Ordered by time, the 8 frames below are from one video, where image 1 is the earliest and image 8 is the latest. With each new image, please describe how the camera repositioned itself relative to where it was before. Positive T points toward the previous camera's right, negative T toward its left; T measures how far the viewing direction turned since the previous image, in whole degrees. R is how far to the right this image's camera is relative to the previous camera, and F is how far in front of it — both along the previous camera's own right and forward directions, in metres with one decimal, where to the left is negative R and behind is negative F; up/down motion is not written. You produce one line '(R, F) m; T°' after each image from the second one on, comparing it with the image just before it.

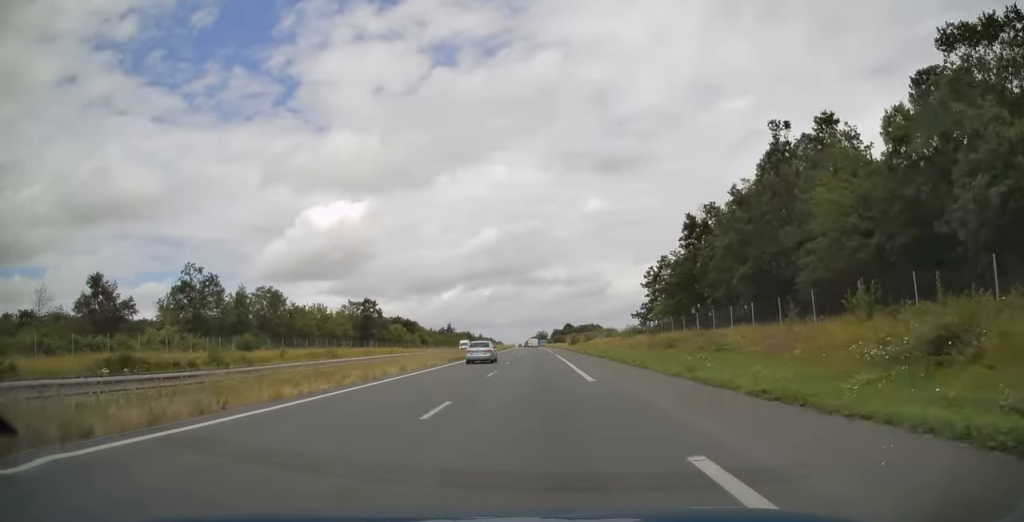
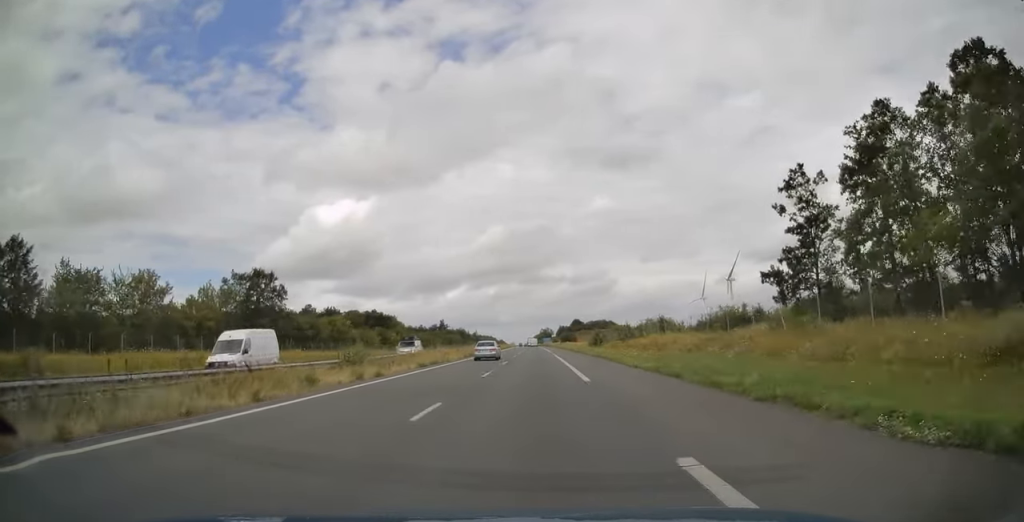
(0.0, +52.1) m; 0°
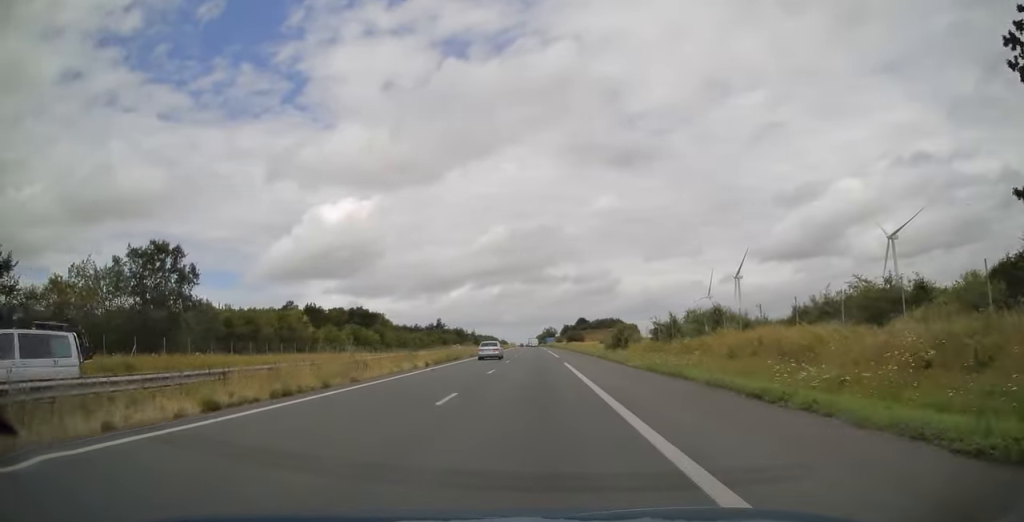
(-0.1, +23.1) m; 0°
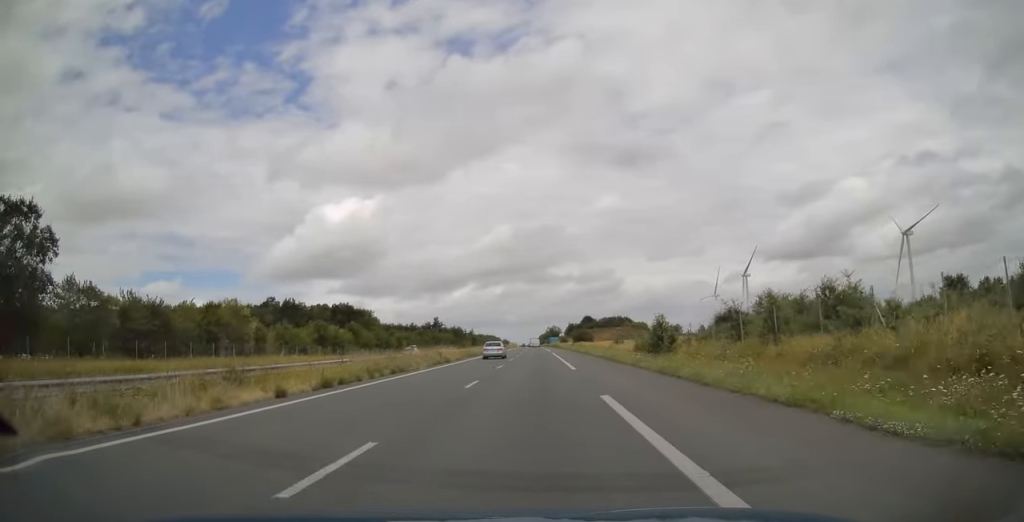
(-0.1, +21.0) m; 0°
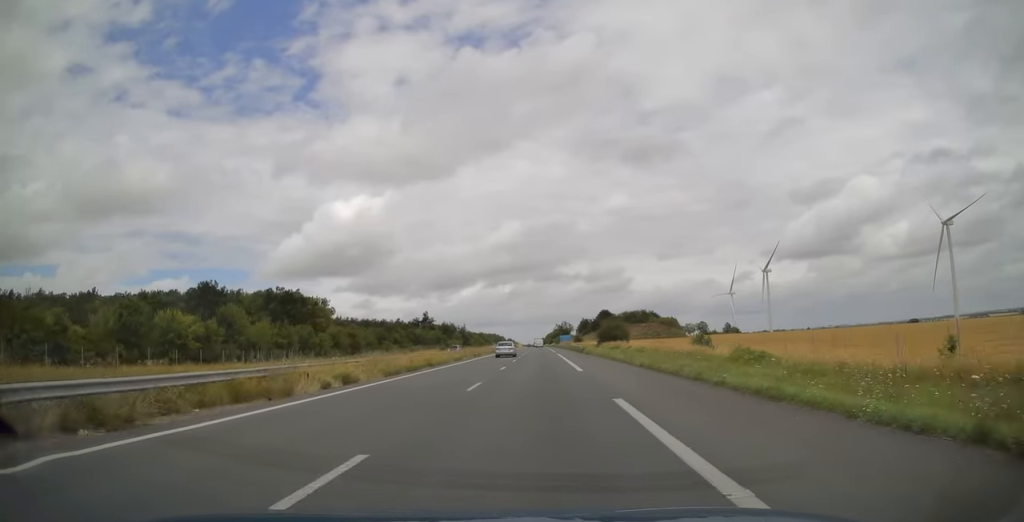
(-0.3, +52.8) m; 0°
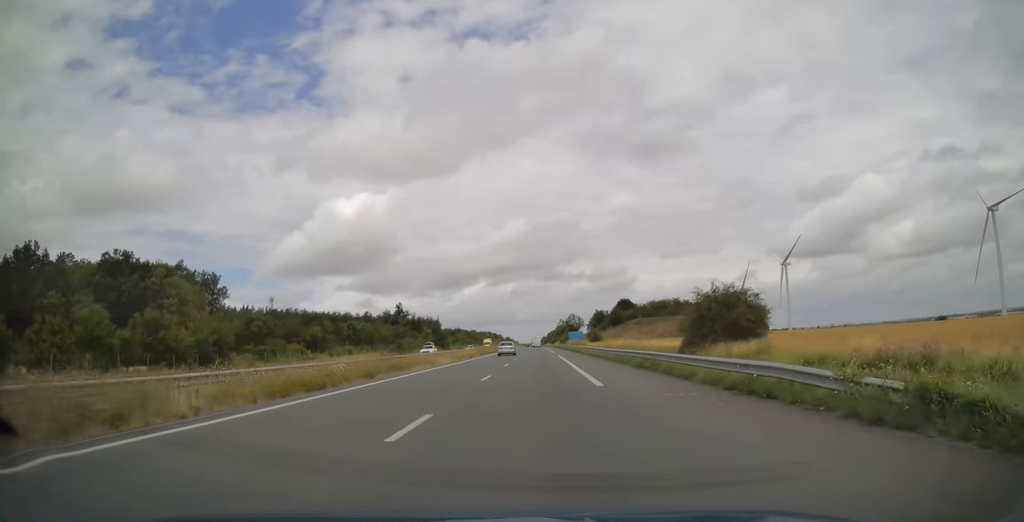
(-0.1, +60.9) m; 0°
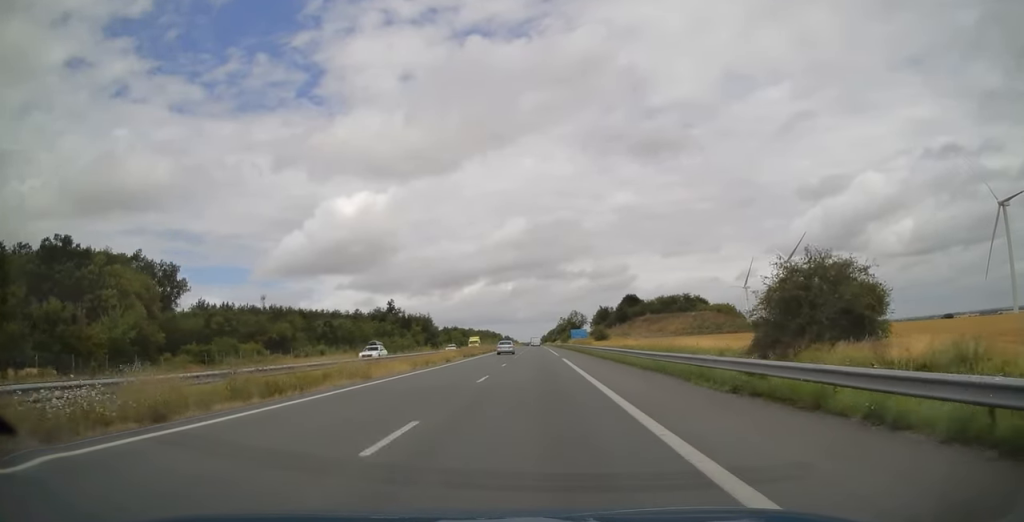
(0.0, +14.0) m; 0°
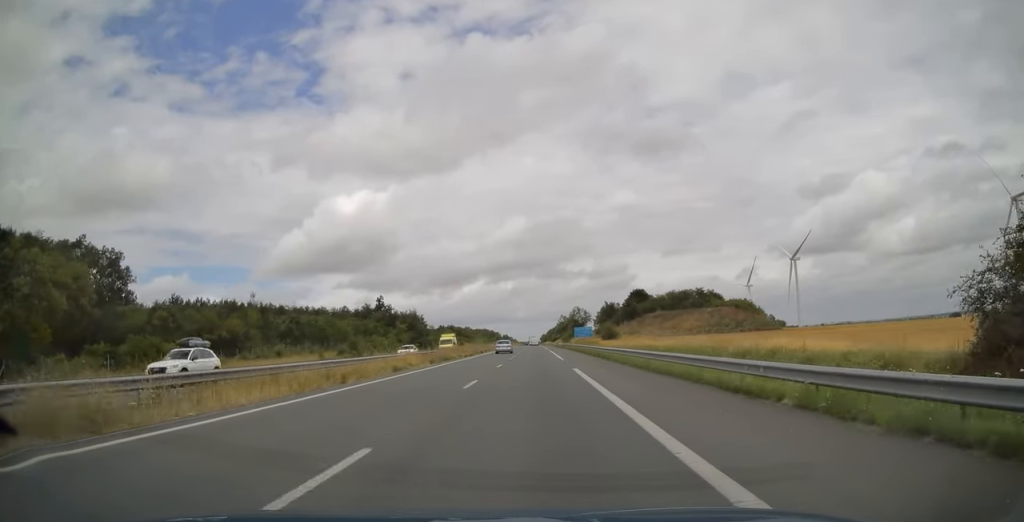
(0.0, +15.6) m; 0°
